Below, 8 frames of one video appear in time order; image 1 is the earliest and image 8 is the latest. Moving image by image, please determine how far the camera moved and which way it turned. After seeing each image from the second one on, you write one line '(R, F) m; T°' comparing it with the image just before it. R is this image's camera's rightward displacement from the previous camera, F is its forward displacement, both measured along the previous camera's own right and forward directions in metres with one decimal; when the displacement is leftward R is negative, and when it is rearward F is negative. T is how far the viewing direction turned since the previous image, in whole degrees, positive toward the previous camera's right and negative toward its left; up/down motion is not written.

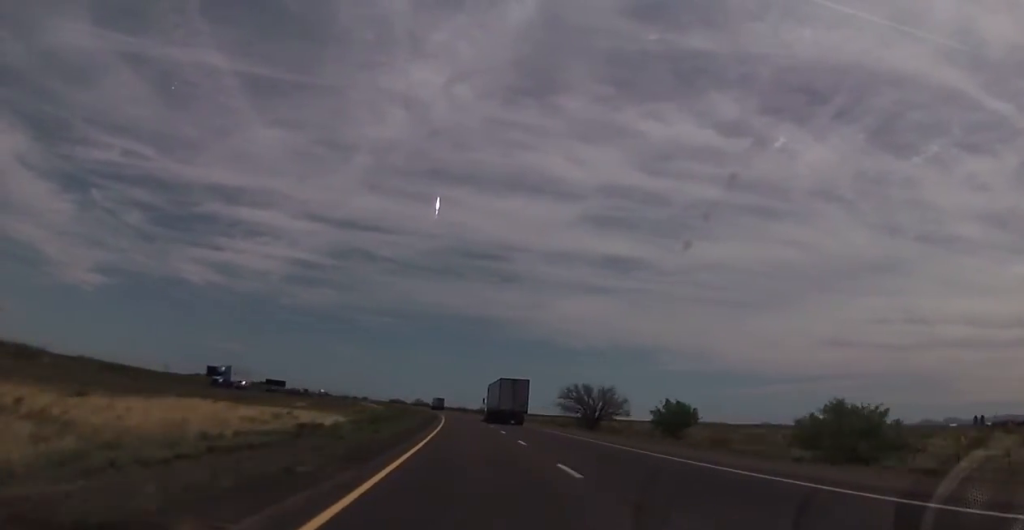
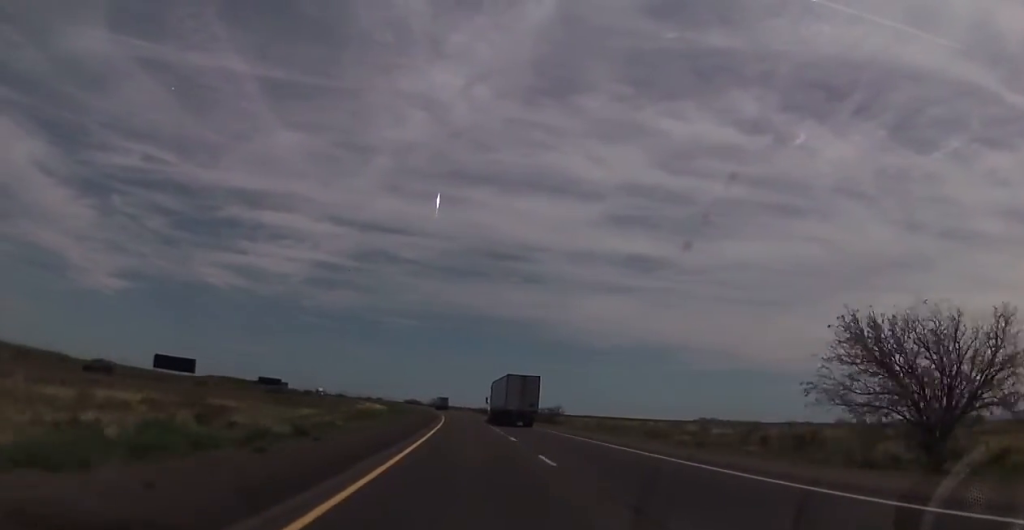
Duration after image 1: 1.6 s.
(-1.2, +57.6) m; -2°
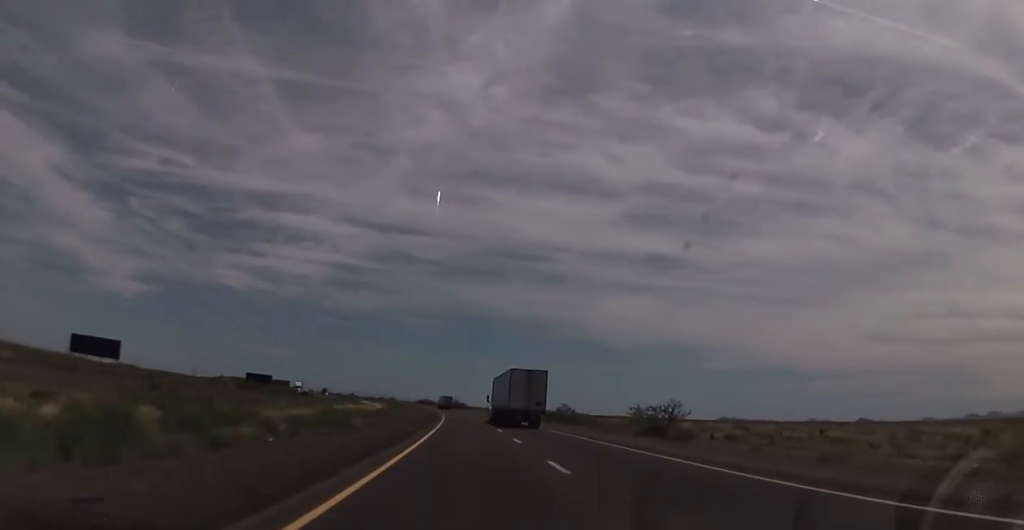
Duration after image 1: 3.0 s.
(-0.5, +50.6) m; -2°
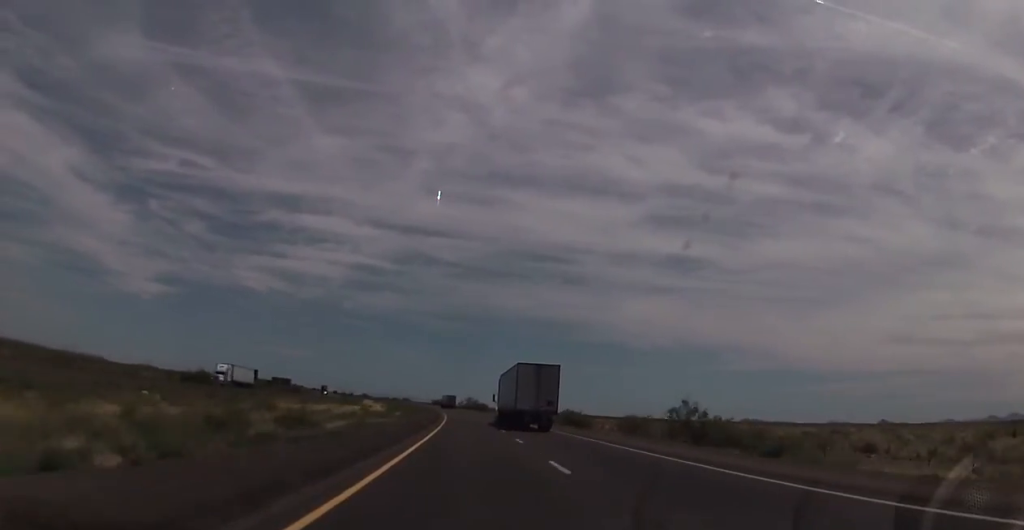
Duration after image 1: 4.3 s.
(-0.9, +48.3) m; -2°
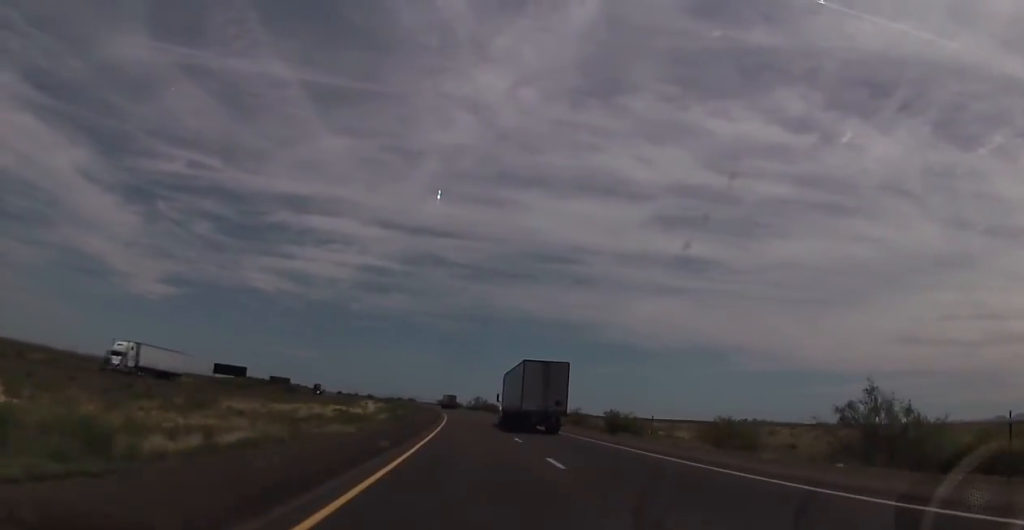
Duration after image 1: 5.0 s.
(-0.1, +22.9) m; -1°
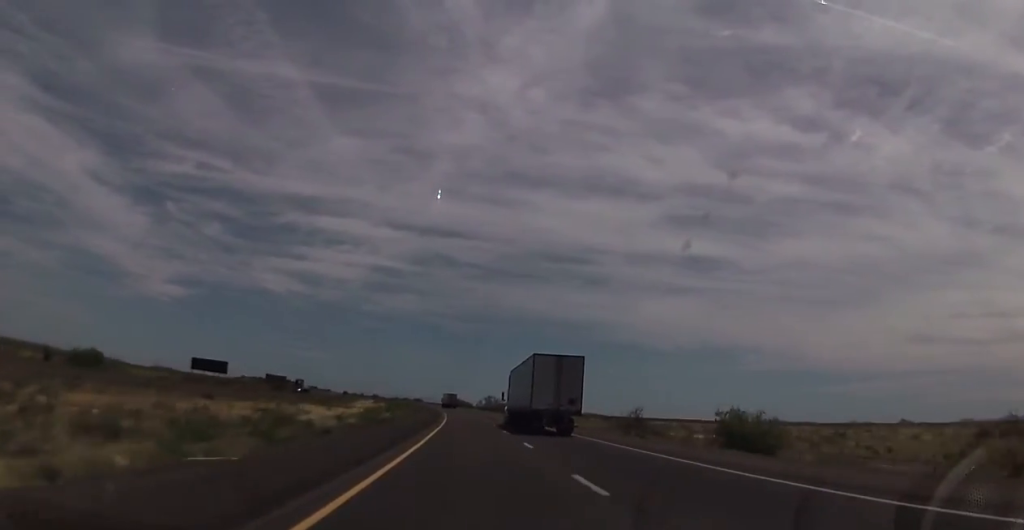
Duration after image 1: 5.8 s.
(-0.1, +29.0) m; -1°
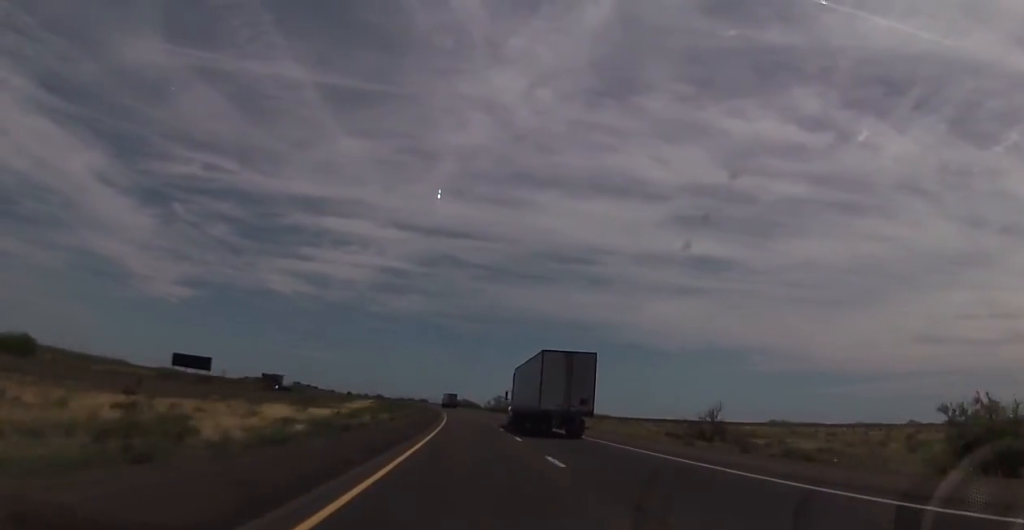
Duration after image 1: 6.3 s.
(-0.4, +19.3) m; -1°
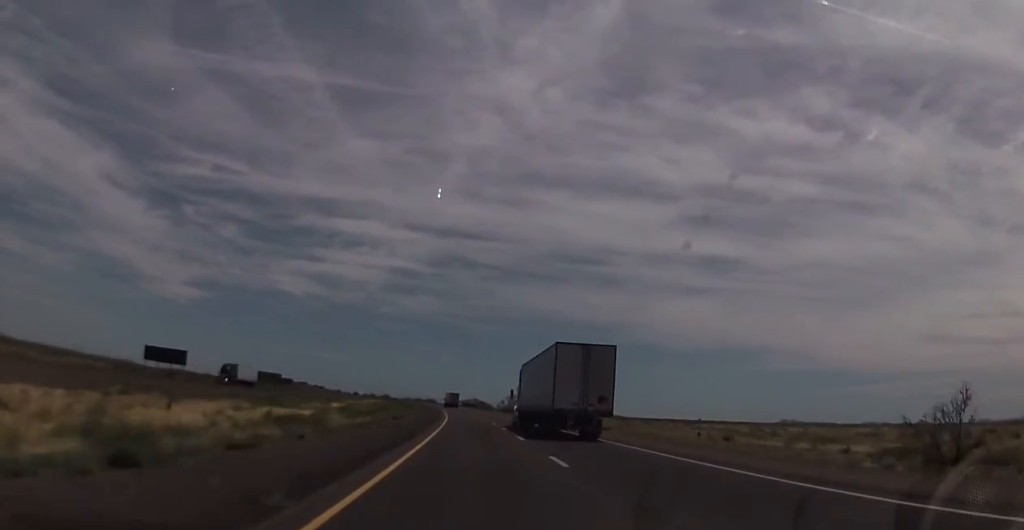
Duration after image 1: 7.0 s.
(-0.2, +24.3) m; 0°
